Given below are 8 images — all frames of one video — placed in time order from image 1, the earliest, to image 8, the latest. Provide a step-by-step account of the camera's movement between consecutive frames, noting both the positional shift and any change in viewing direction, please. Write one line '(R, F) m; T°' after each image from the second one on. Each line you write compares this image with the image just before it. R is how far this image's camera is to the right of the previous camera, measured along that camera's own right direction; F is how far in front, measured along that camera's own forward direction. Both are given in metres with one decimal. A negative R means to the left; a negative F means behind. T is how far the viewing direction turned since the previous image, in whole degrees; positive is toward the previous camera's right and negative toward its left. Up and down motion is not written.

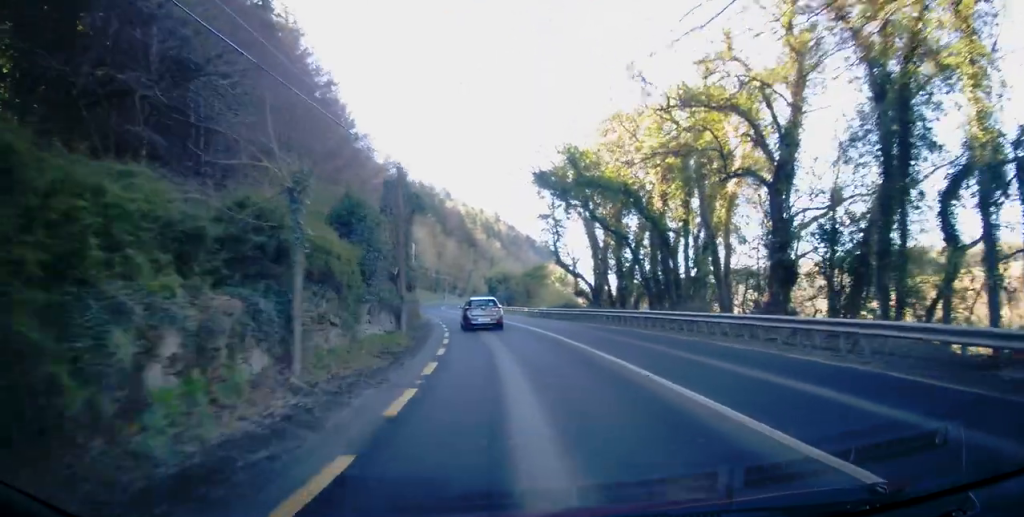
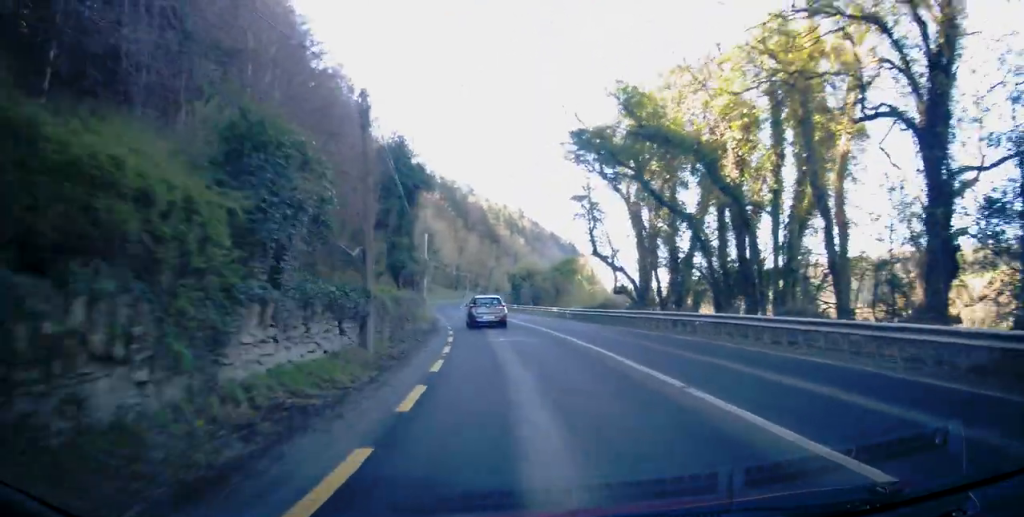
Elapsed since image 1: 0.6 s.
(-0.4, +7.5) m; -3°
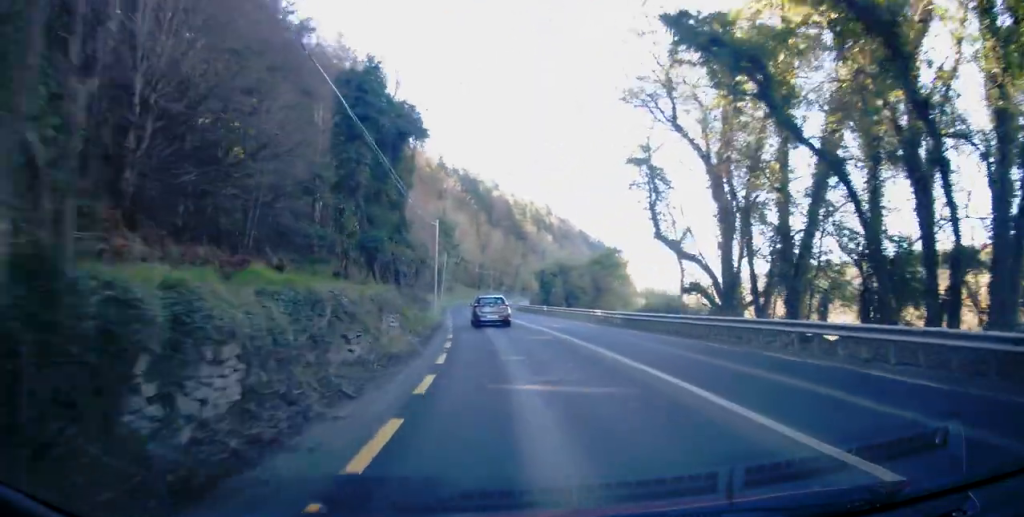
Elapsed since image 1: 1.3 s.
(-0.4, +10.3) m; -3°
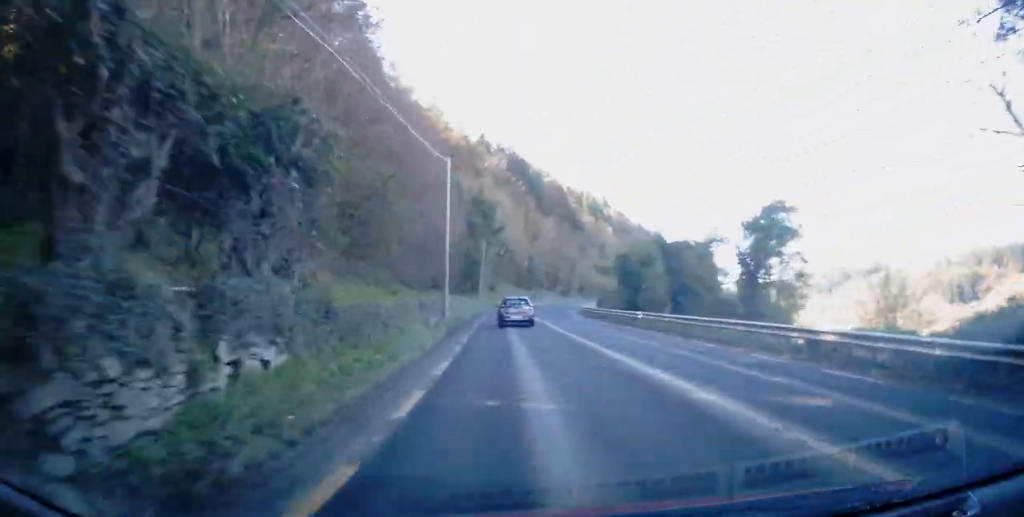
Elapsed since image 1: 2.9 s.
(-0.4, +21.3) m; -3°
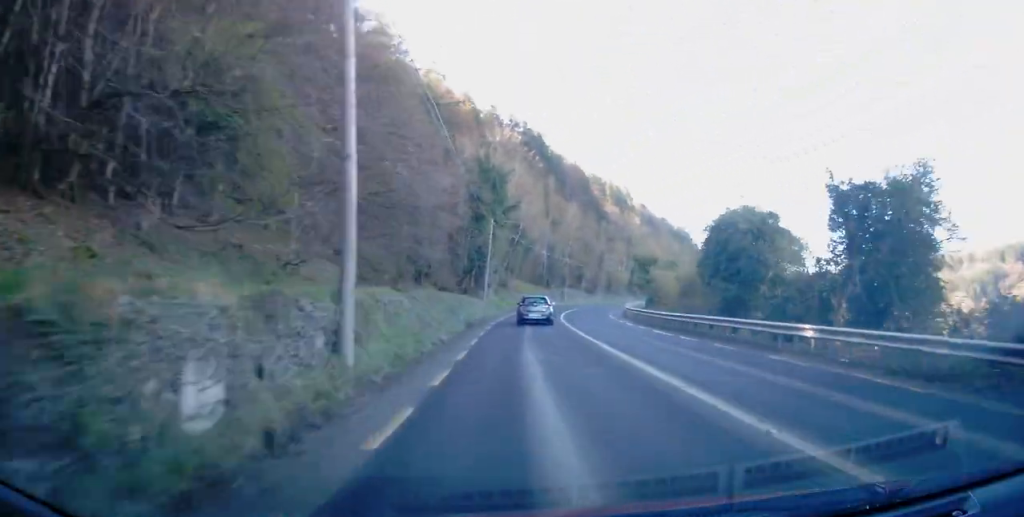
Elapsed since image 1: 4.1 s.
(-0.8, +16.5) m; -4°
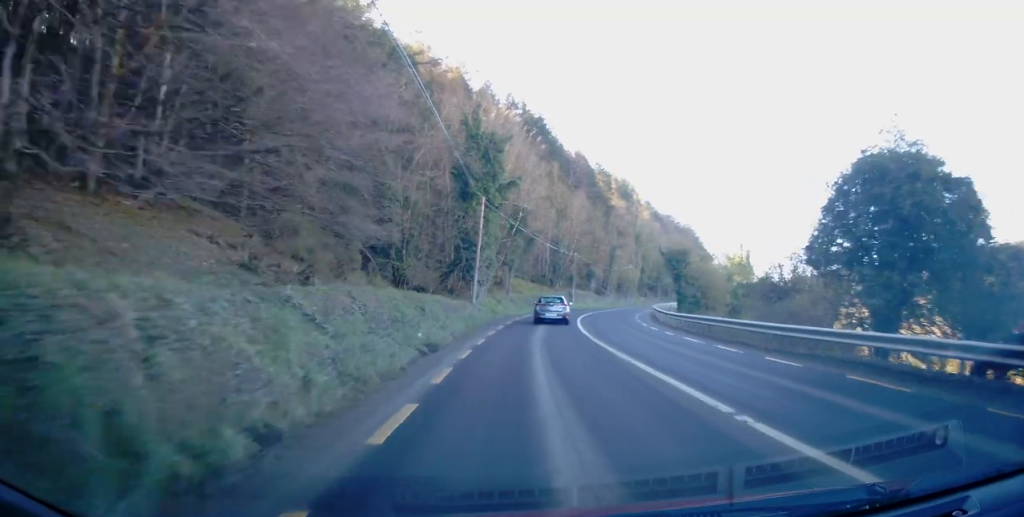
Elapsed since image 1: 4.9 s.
(0.0, +11.3) m; +1°
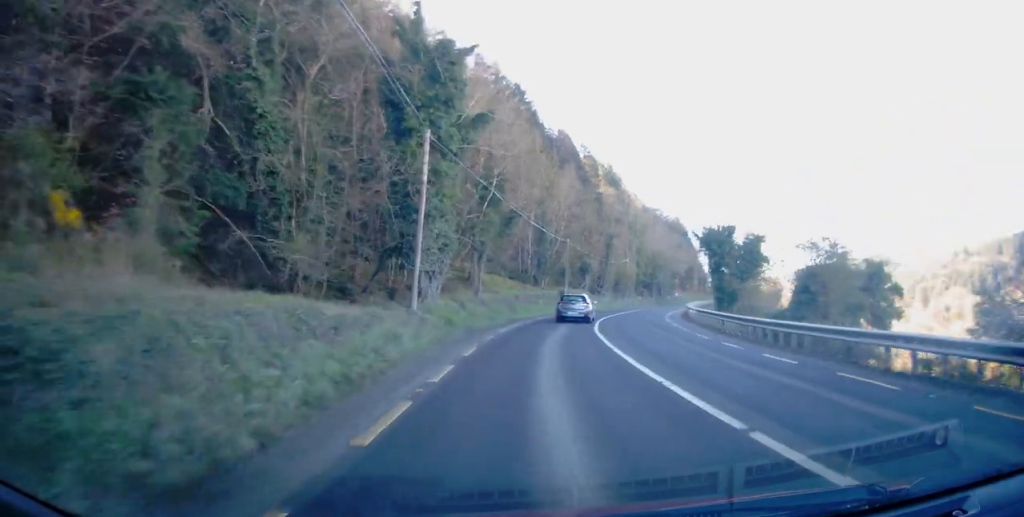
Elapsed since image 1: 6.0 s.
(+0.2, +15.5) m; +3°
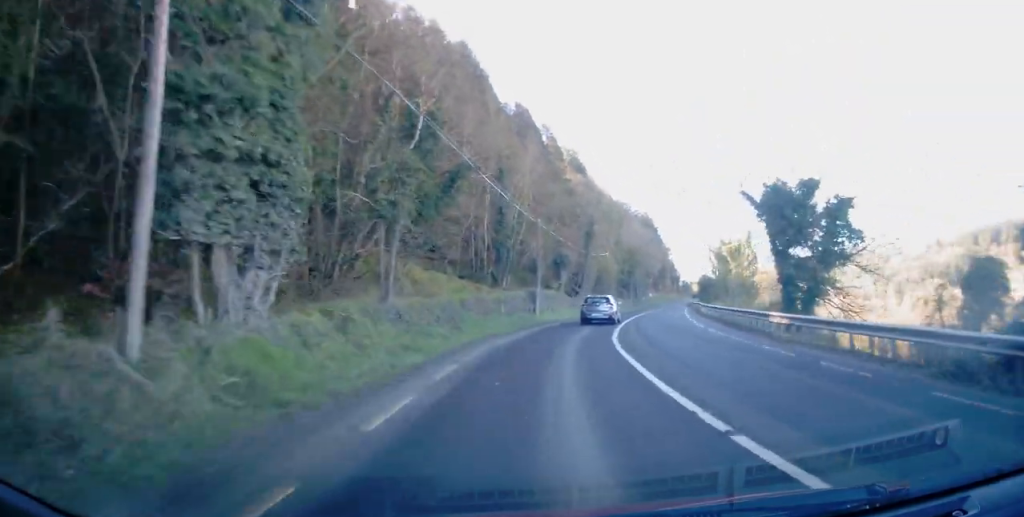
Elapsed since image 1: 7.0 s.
(+0.6, +15.0) m; +4°
